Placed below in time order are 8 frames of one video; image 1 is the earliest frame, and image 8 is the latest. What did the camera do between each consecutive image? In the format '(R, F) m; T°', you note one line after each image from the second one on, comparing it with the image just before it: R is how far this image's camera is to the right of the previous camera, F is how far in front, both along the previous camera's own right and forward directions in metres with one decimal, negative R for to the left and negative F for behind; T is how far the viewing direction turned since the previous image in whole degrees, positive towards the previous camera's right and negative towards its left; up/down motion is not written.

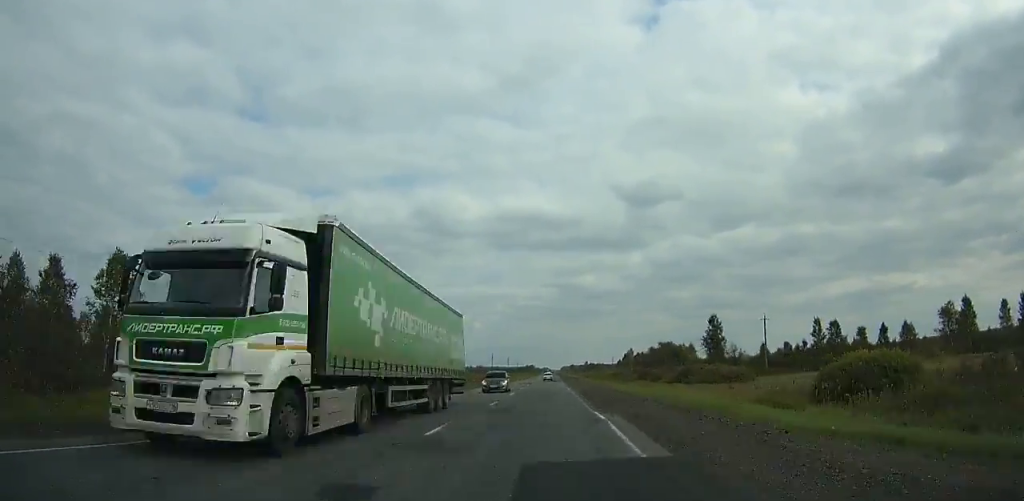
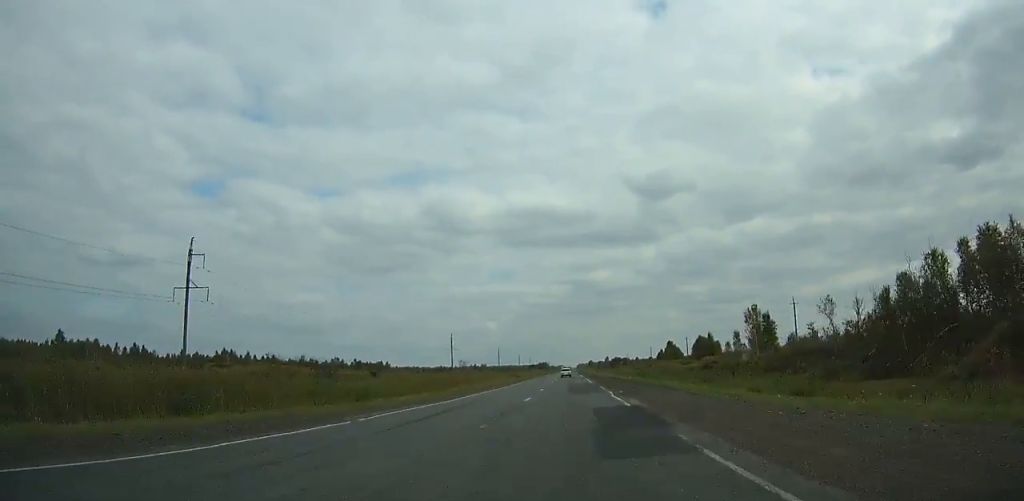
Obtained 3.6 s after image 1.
(-0.3, +80.7) m; 0°
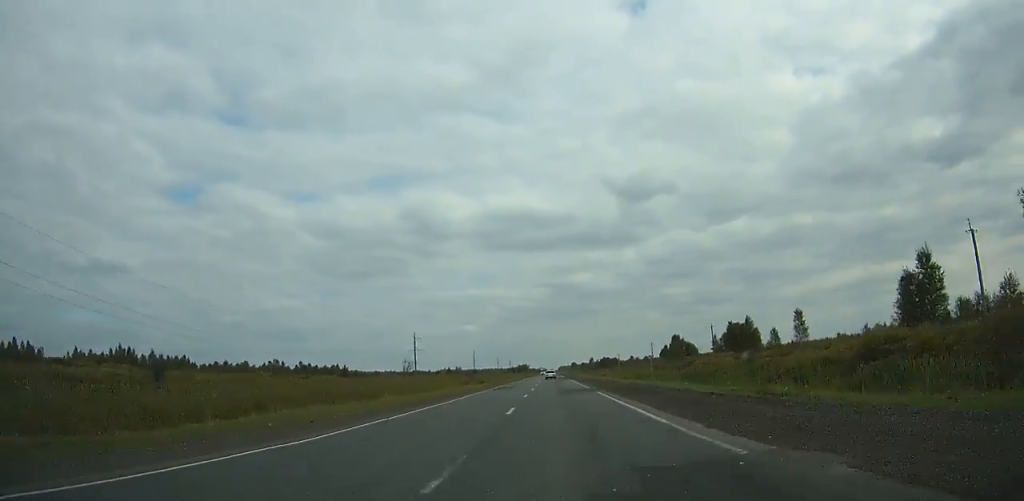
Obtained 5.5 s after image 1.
(-0.2, +42.4) m; 0°
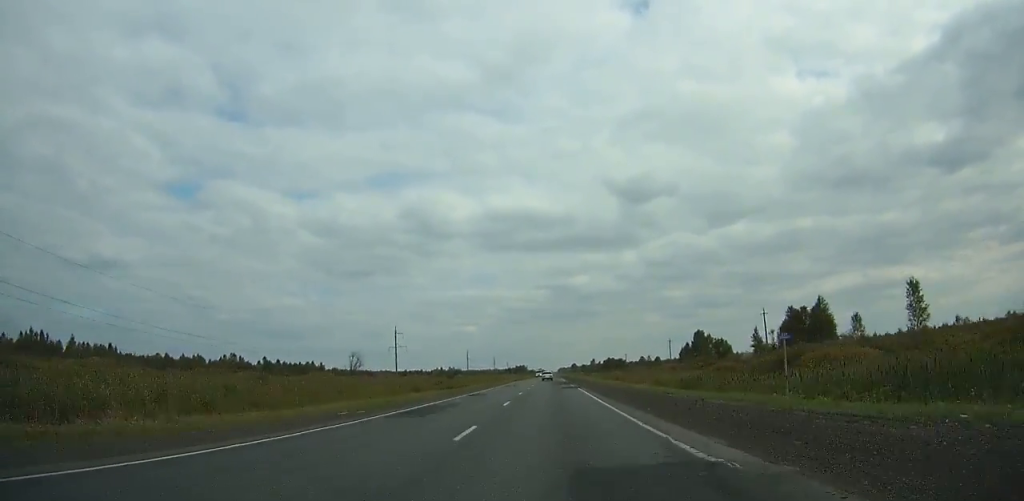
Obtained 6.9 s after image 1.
(0.0, +31.1) m; 0°
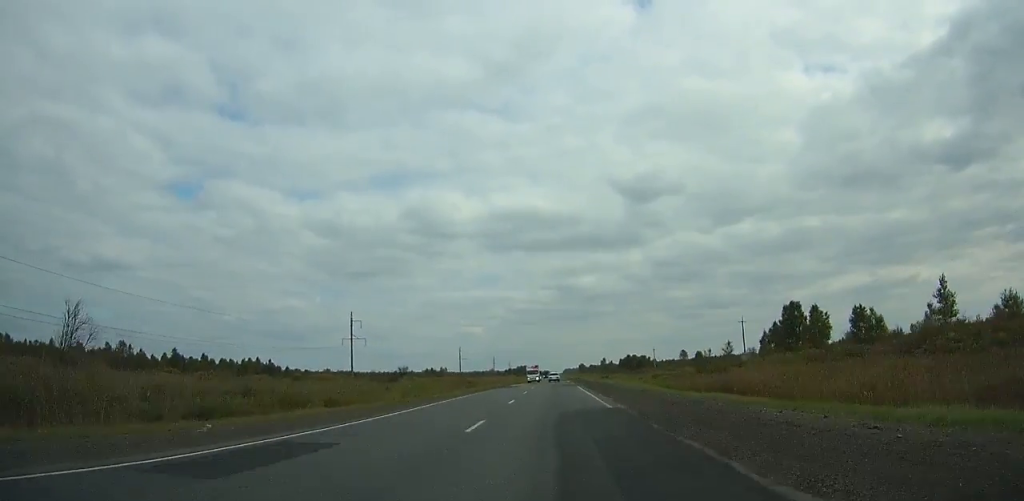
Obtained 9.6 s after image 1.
(+0.5, +59.2) m; 0°
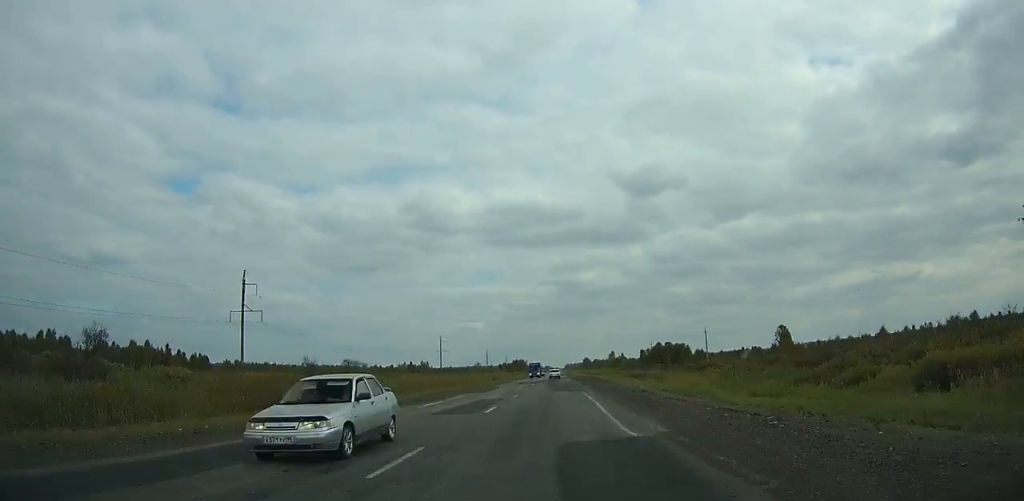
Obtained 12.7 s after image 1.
(-0.3, +66.8) m; 0°
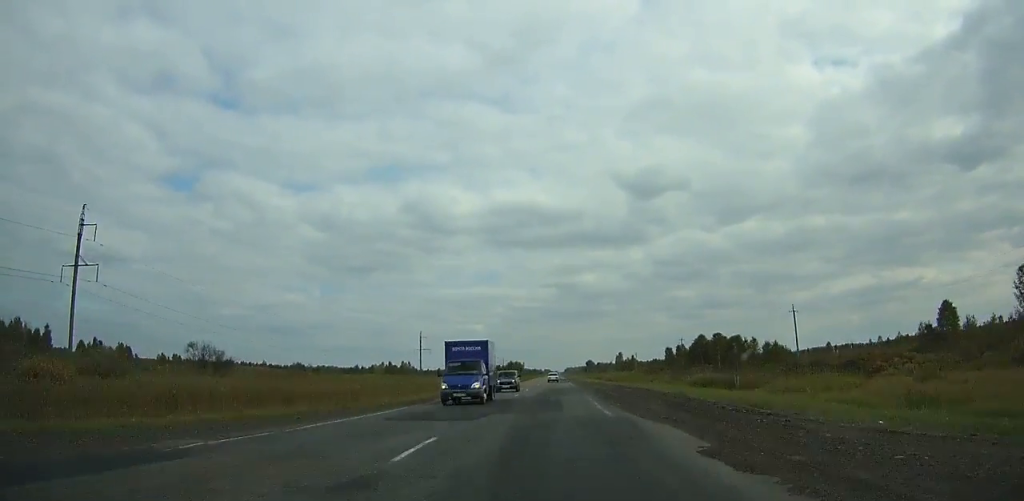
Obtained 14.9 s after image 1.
(-0.1, +46.9) m; 0°
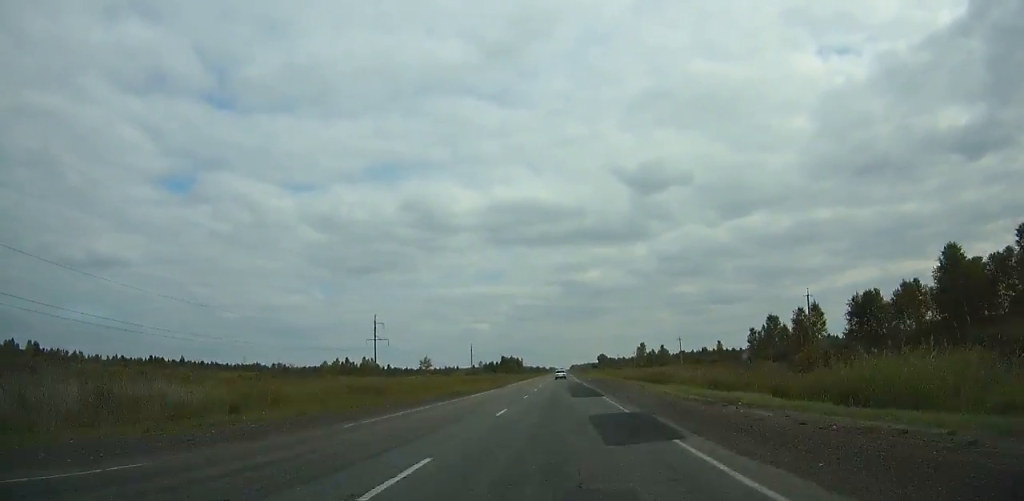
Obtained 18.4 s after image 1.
(0.0, +74.4) m; 0°
